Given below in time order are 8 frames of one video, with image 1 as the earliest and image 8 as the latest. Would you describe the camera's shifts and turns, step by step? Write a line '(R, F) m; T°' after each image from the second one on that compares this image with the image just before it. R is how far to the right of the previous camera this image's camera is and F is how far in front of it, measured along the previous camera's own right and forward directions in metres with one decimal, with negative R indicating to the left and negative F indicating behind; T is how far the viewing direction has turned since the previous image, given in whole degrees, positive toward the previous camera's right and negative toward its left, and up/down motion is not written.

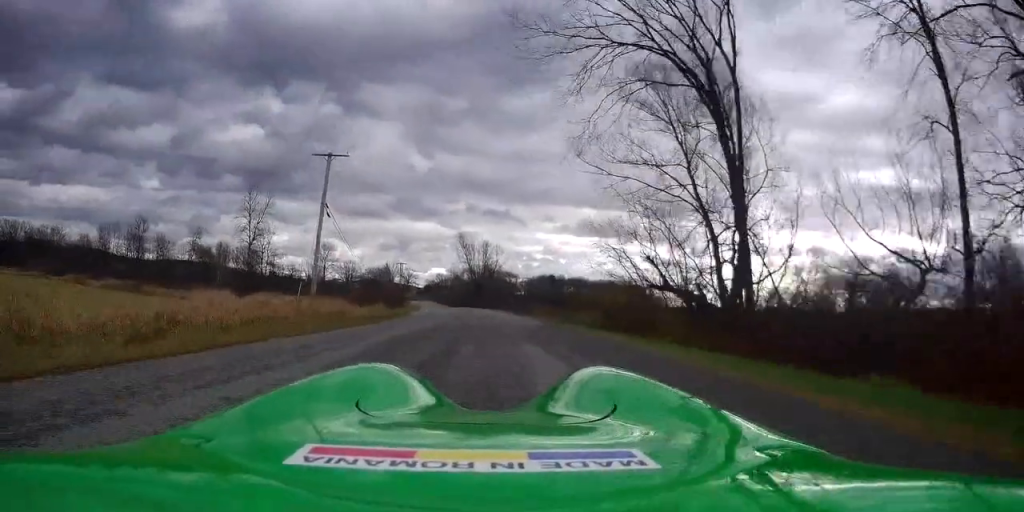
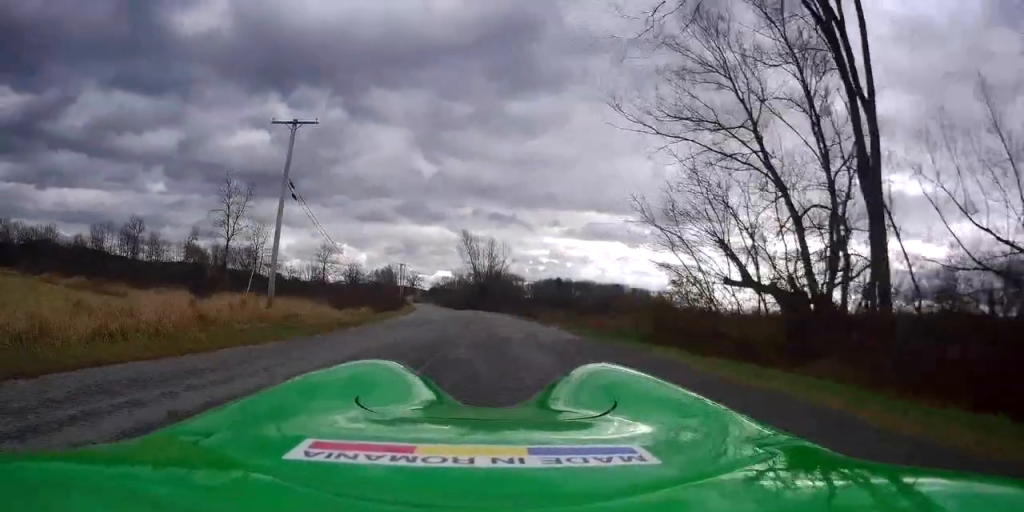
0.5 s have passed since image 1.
(0.0, +7.8) m; -1°
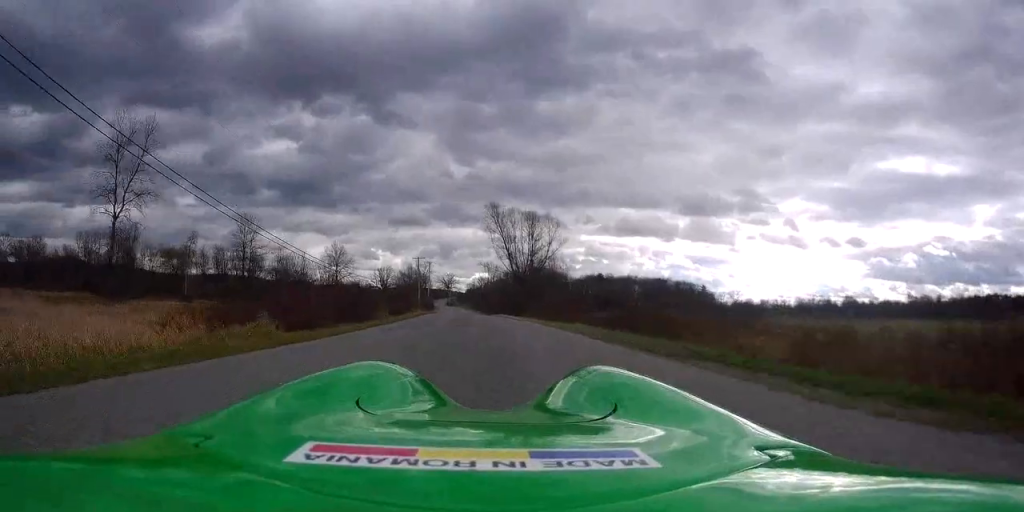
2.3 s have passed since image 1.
(-1.6, +25.4) m; -6°
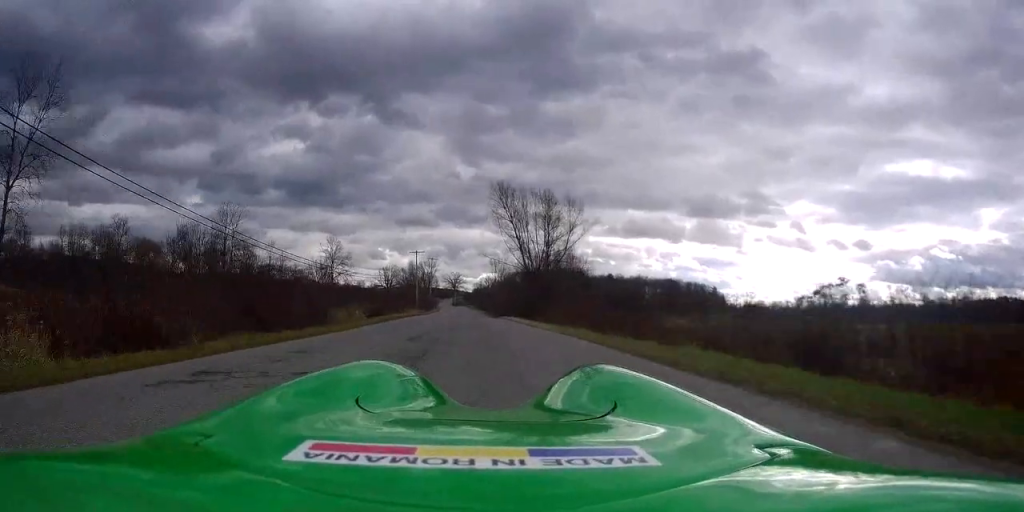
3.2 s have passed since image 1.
(-0.1, +11.8) m; -1°
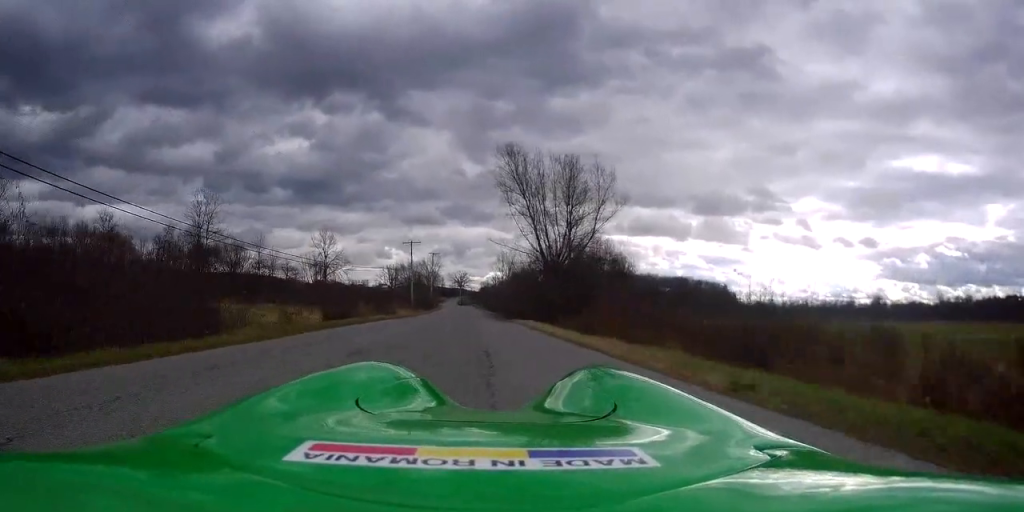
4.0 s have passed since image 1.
(-0.2, +12.5) m; -1°
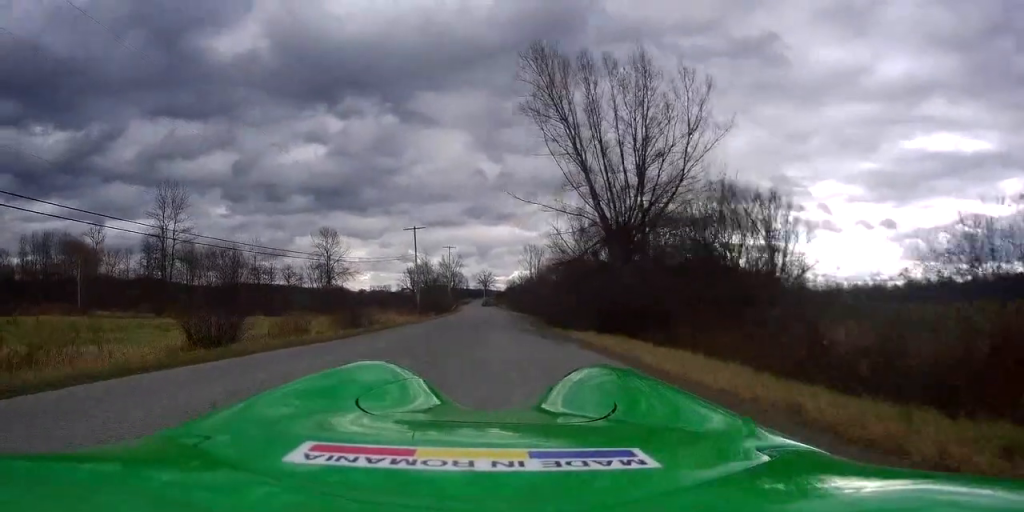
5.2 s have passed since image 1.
(-0.2, +17.0) m; -1°
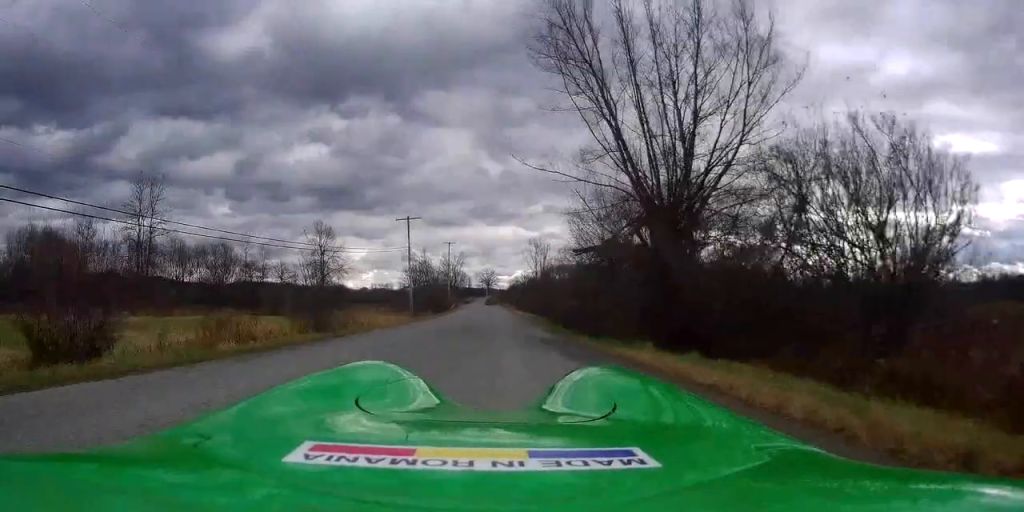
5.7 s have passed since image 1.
(0.0, +6.4) m; -1°
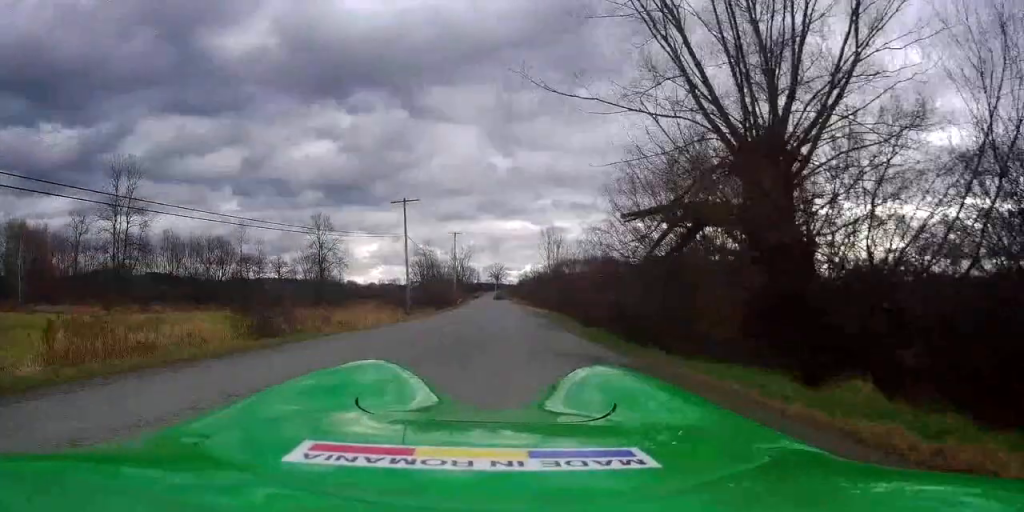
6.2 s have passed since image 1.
(0.0, +6.9) m; -1°
